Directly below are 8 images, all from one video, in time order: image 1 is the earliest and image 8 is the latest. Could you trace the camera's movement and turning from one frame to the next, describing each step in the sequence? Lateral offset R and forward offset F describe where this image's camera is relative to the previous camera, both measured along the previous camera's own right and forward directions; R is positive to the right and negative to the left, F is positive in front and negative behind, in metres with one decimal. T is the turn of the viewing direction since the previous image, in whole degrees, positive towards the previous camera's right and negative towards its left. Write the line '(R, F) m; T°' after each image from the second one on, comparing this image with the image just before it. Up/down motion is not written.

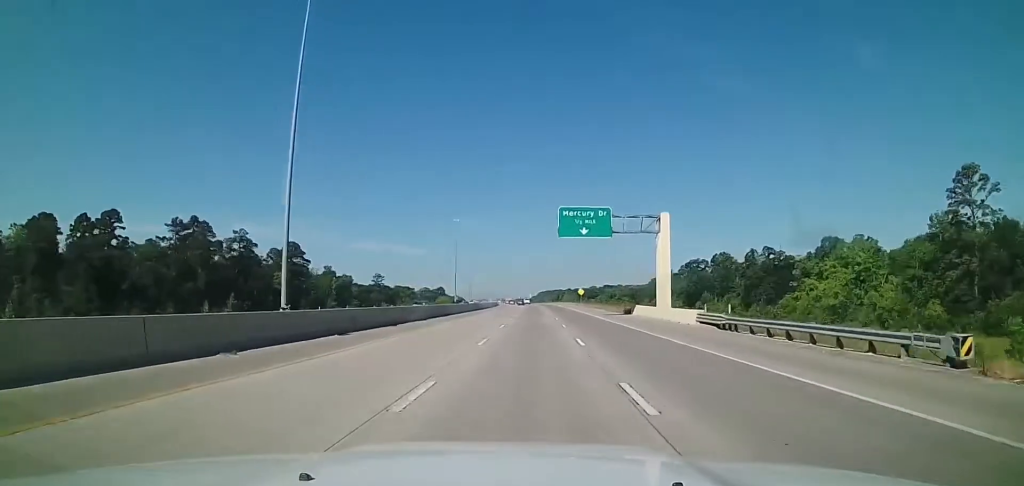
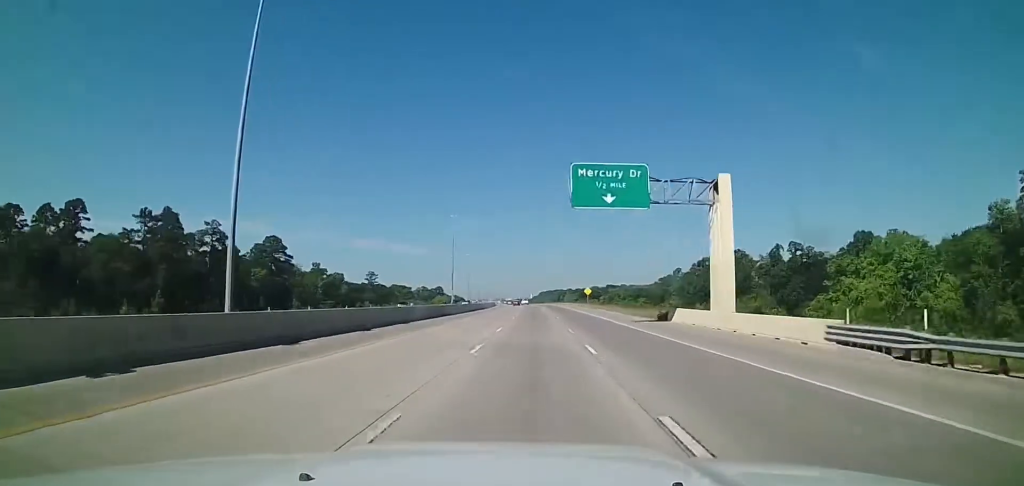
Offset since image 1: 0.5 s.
(+0.1, +15.4) m; 0°
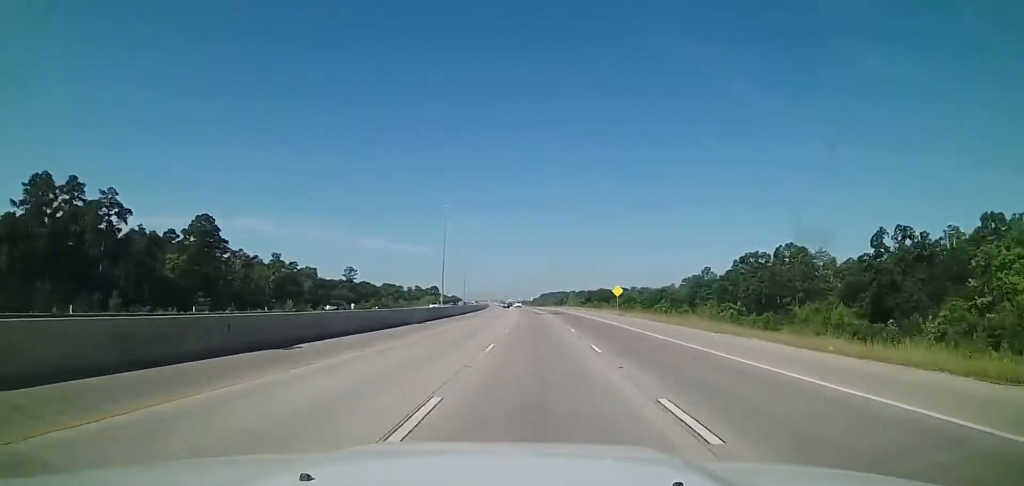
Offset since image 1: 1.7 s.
(+0.1, +41.9) m; 0°
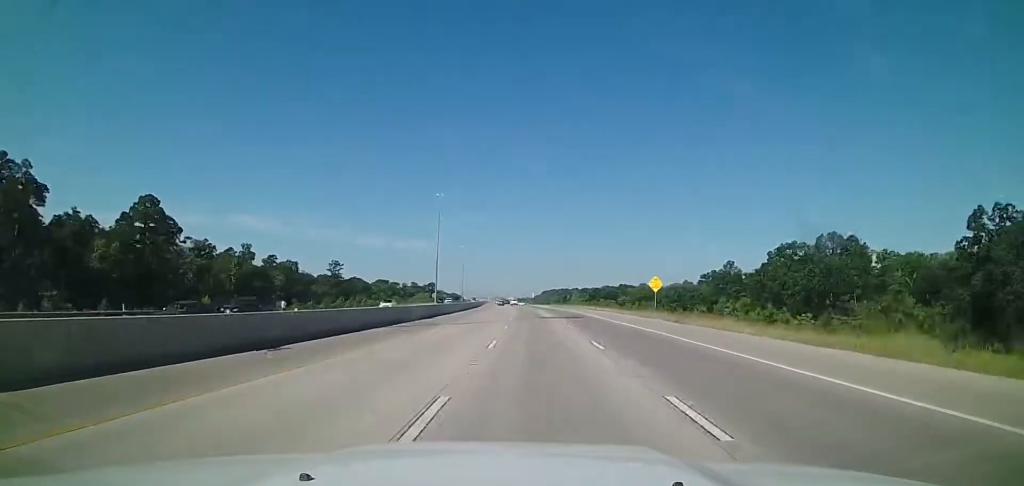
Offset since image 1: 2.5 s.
(-0.1, +24.4) m; 0°
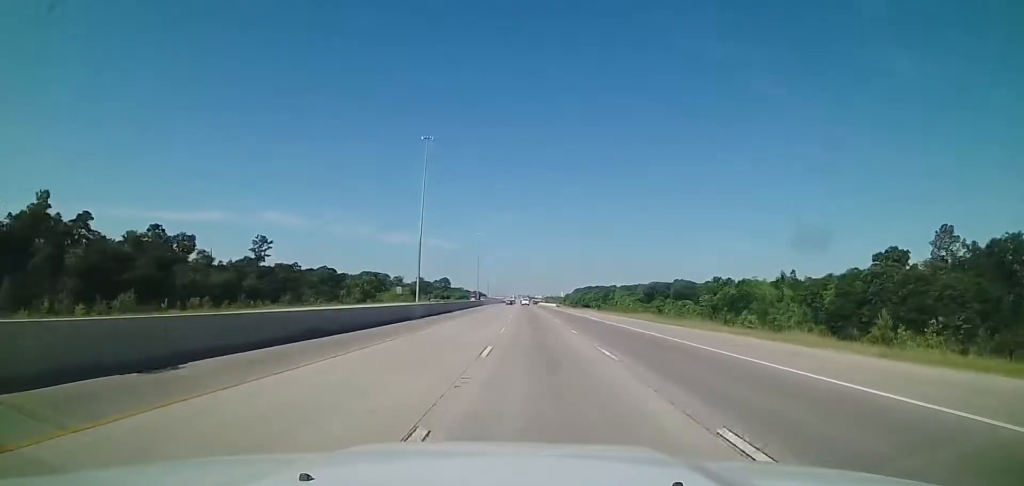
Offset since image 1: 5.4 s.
(-1.5, +98.6) m; -3°
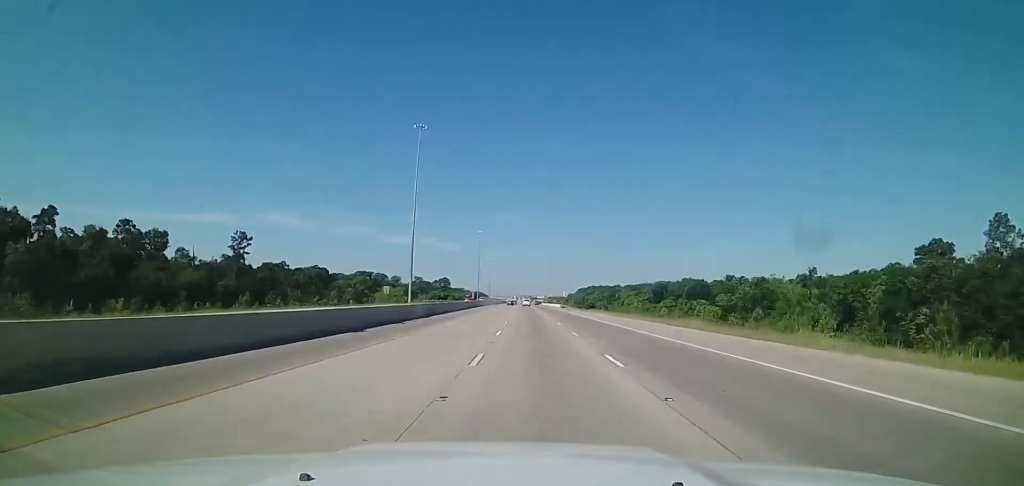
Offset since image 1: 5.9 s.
(0.0, +14.5) m; -1°
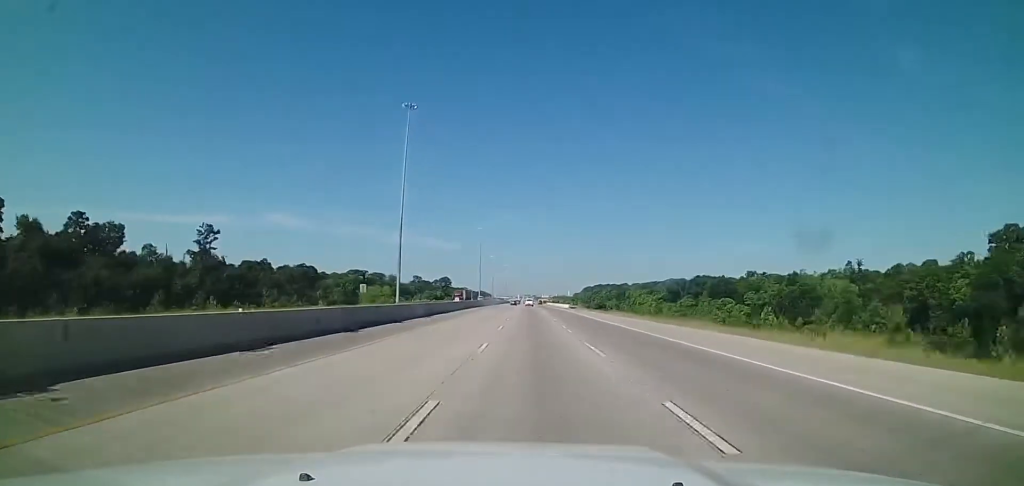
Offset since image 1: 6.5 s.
(-0.3, +20.2) m; 0°
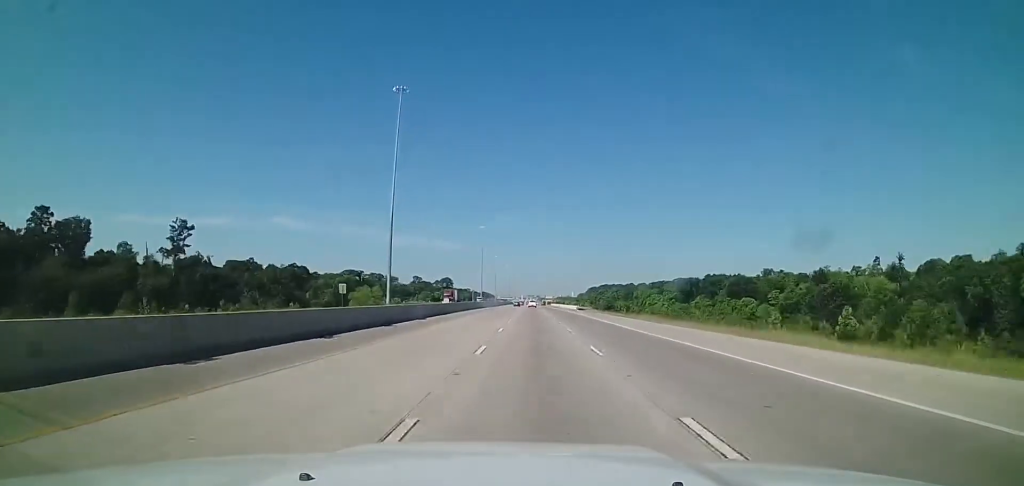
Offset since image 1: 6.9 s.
(-0.1, +13.5) m; 0°
